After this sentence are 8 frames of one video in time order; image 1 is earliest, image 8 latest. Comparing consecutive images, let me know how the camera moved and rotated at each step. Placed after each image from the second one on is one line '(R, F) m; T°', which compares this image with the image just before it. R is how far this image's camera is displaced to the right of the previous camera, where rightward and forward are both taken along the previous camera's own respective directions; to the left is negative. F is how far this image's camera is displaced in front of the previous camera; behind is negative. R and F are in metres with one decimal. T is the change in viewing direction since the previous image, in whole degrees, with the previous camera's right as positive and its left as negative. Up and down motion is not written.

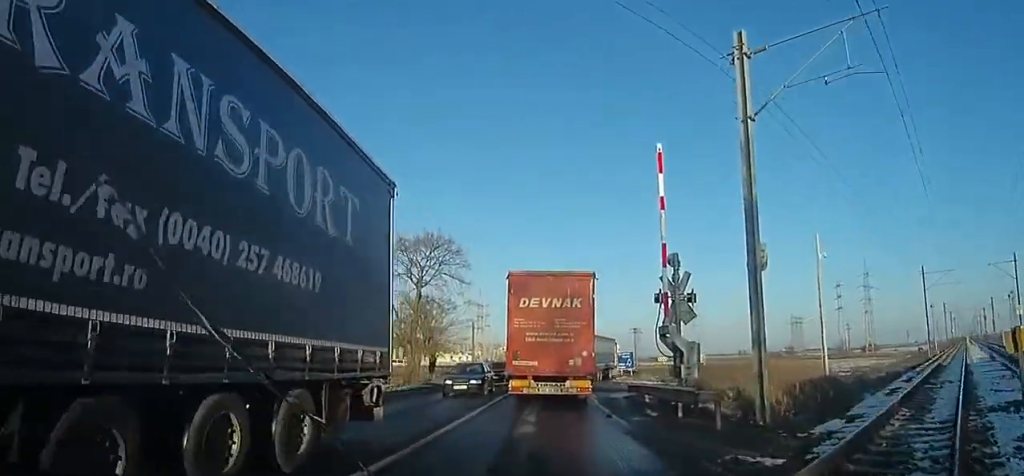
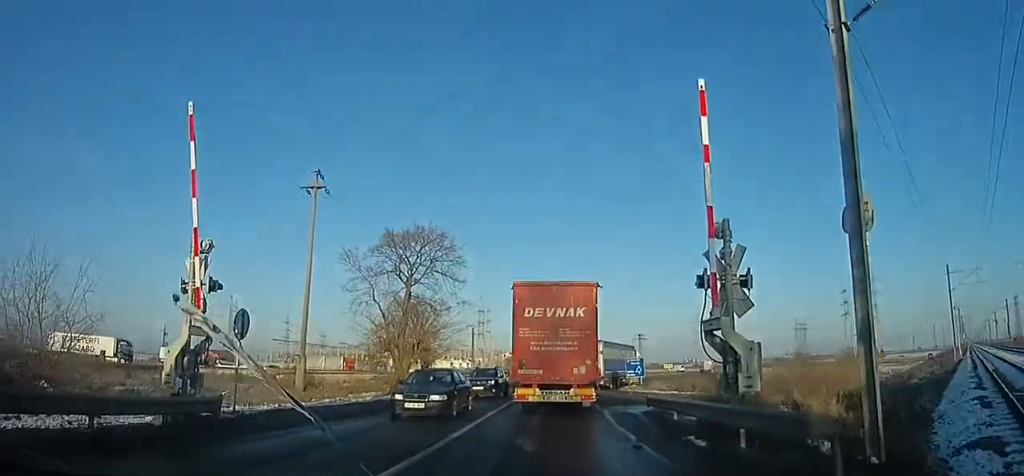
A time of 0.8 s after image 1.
(+0.5, +3.3) m; 0°
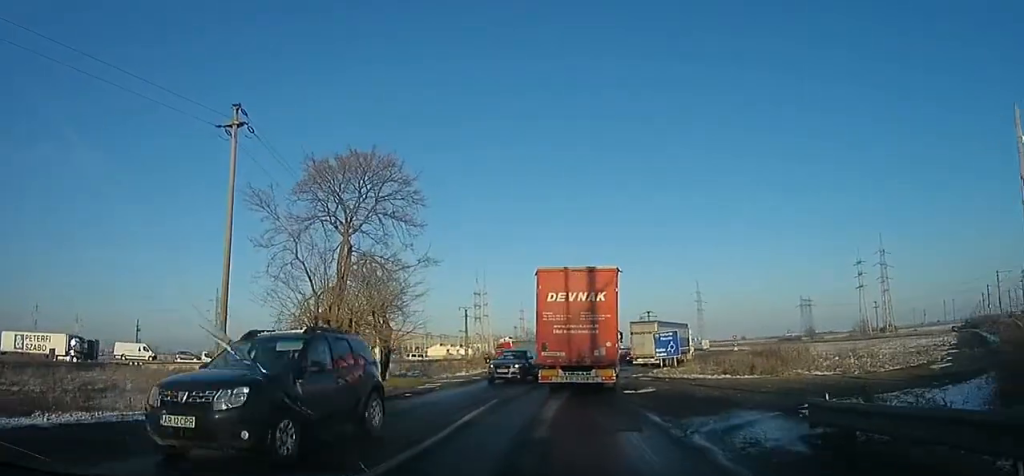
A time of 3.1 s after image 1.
(-0.6, +9.8) m; -3°
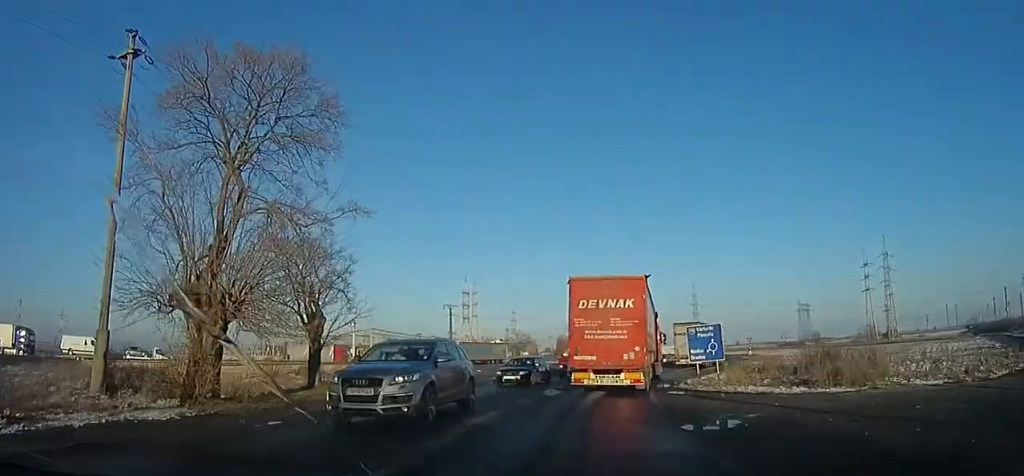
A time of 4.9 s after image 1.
(+0.3, +8.2) m; -1°
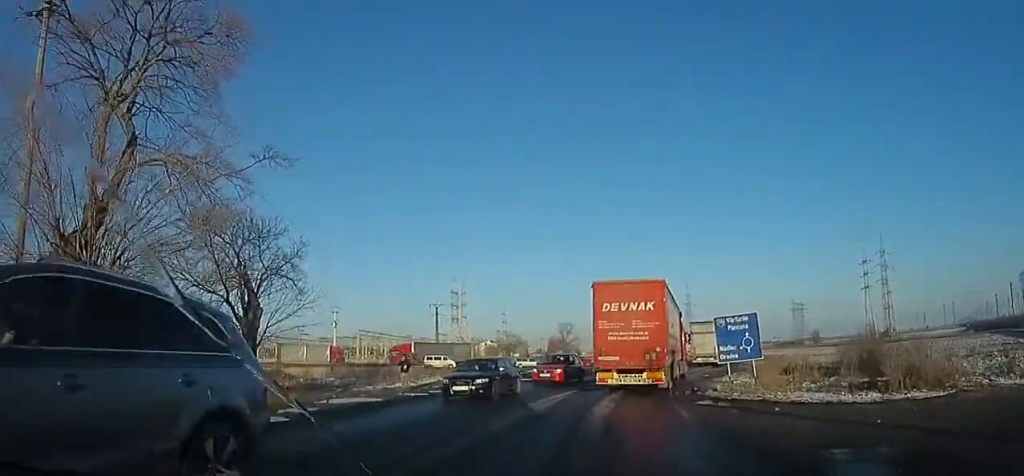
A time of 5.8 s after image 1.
(0.0, +4.4) m; +1°
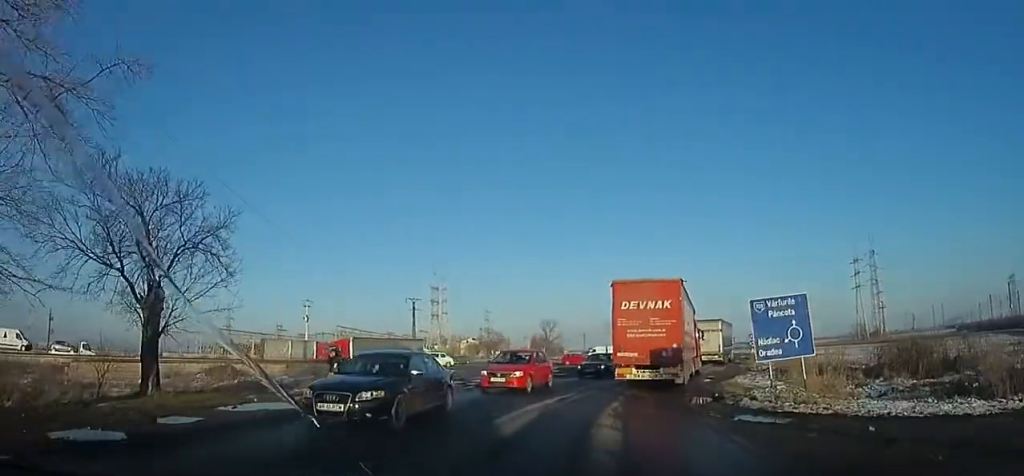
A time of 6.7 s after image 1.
(-0.3, +4.1) m; +1°
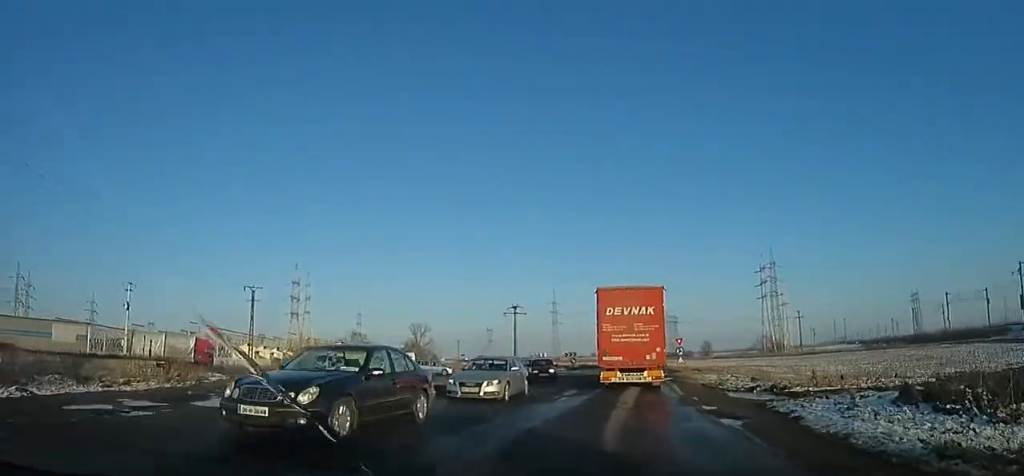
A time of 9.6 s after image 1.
(+1.1, +14.2) m; +8°
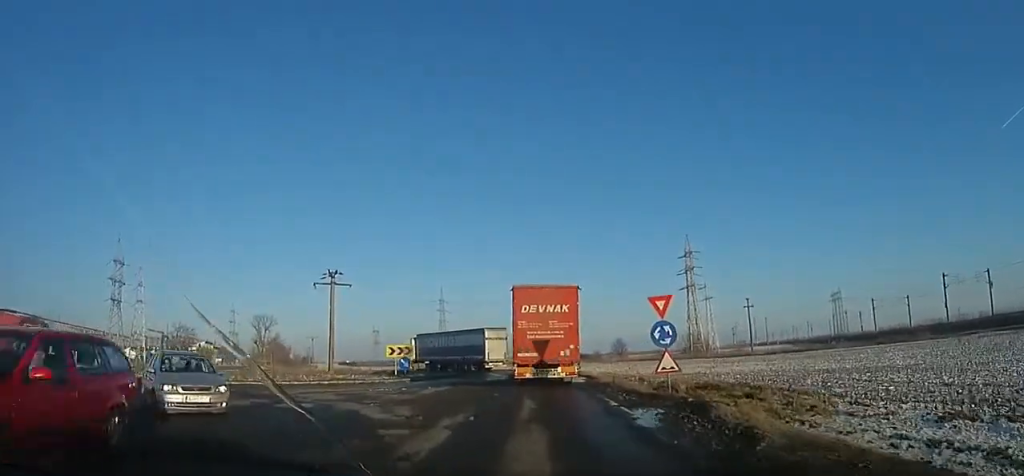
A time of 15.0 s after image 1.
(+6.6, +29.1) m; +18°
